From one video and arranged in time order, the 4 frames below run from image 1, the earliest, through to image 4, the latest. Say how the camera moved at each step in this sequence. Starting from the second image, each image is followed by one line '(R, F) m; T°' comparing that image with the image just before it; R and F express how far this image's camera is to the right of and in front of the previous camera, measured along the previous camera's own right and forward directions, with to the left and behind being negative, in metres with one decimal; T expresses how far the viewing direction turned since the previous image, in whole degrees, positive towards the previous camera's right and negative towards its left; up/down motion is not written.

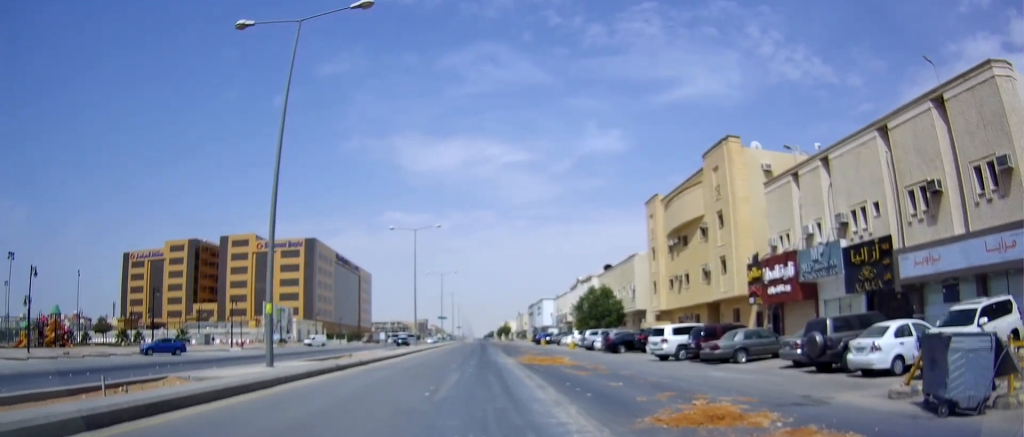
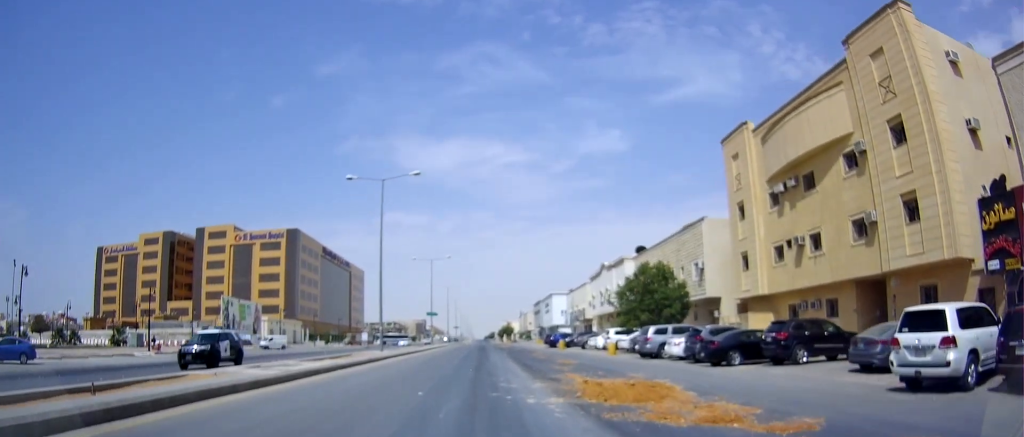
(+0.7, +17.2) m; -3°
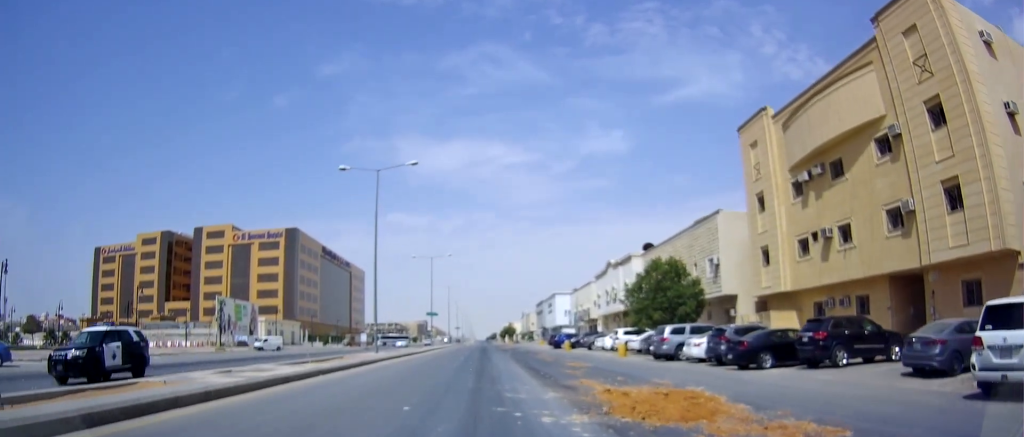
(-0.1, +2.5) m; +1°
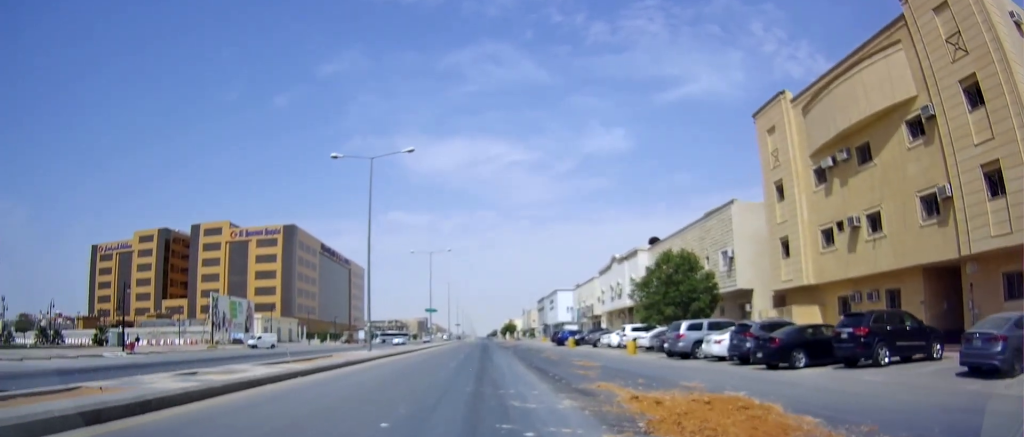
(0.0, +2.2) m; +2°
